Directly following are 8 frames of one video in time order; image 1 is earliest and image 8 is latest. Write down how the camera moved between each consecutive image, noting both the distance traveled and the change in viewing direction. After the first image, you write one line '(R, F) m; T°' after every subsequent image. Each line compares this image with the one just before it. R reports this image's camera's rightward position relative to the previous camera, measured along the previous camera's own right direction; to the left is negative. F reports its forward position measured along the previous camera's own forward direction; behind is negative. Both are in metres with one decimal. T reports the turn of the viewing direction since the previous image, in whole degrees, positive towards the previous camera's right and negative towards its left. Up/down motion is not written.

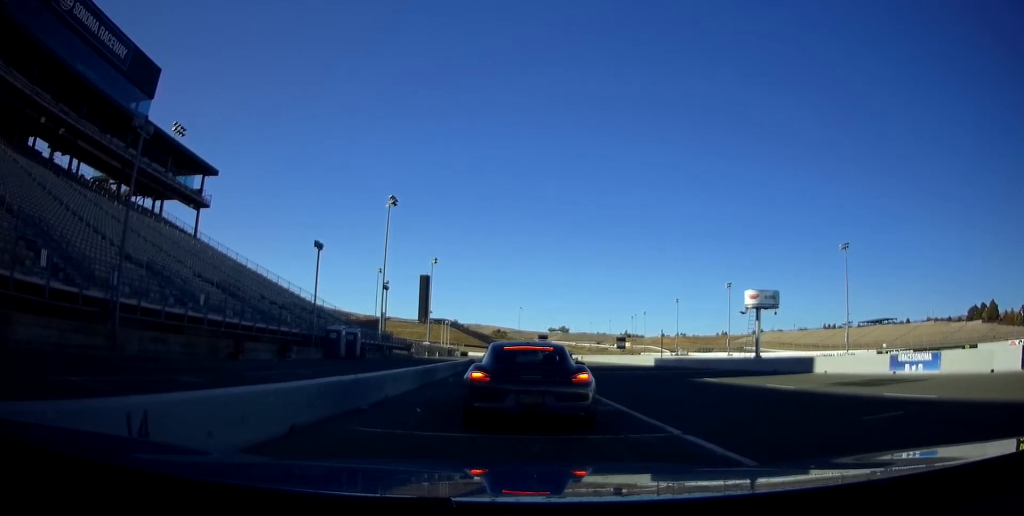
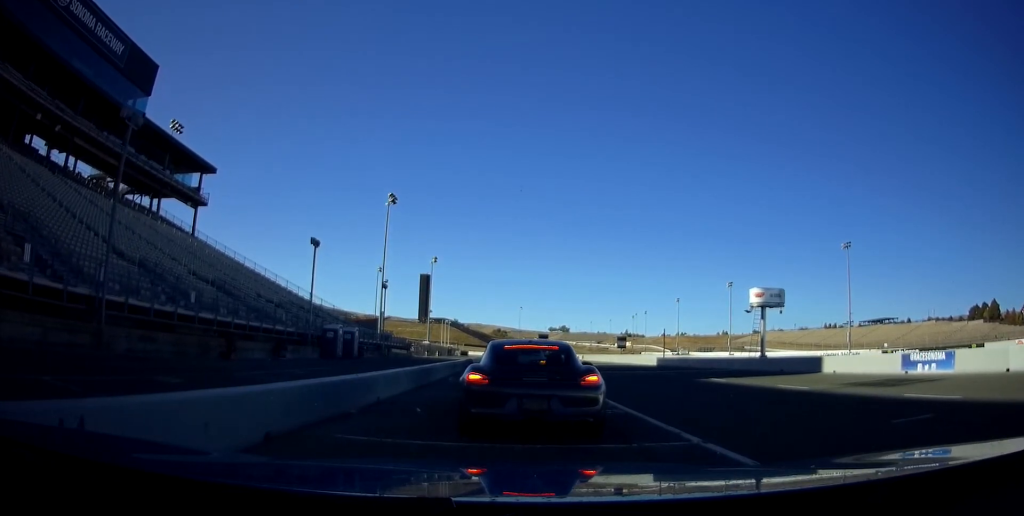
(-0.4, +0.7) m; 0°
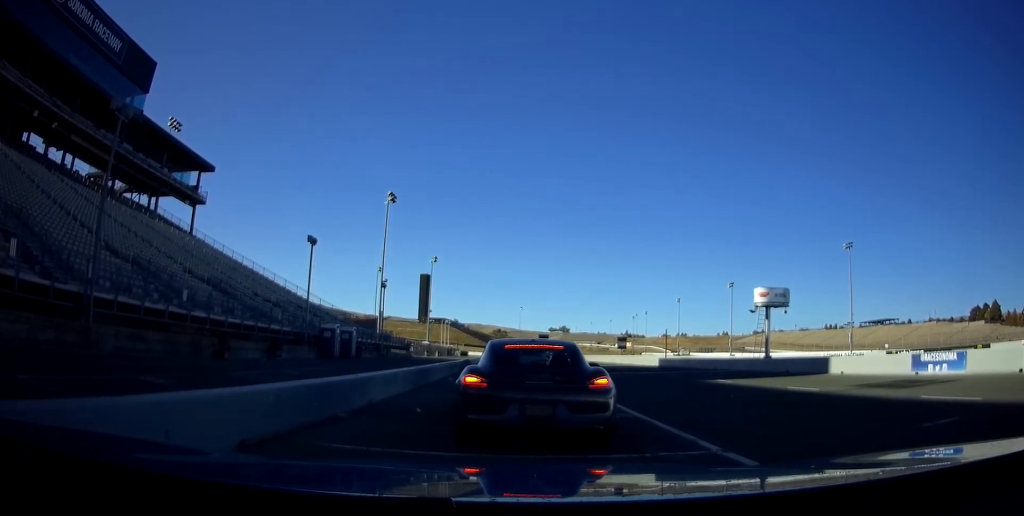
(-0.2, +0.6) m; 0°
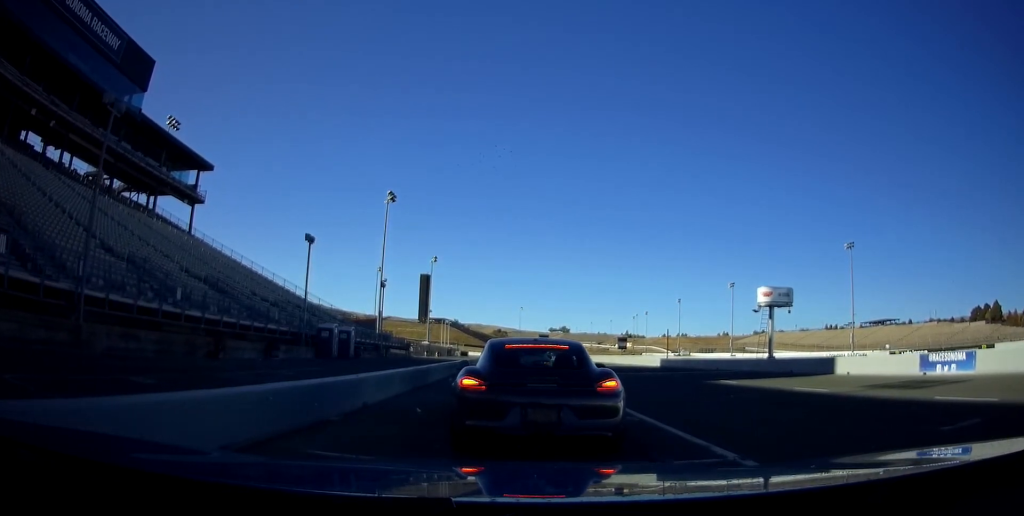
(-0.1, +0.5) m; 0°
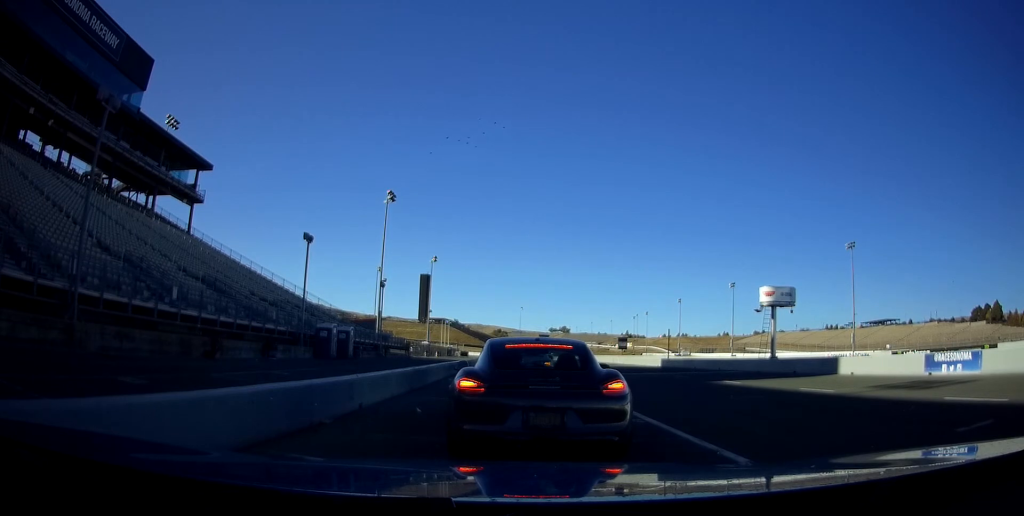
(-0.1, +0.4) m; 0°
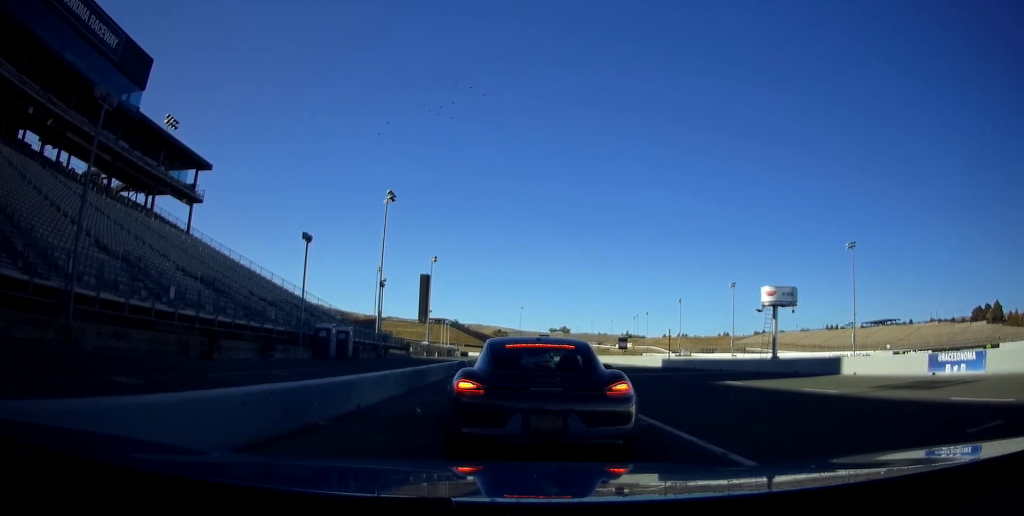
(-0.1, +0.4) m; 0°
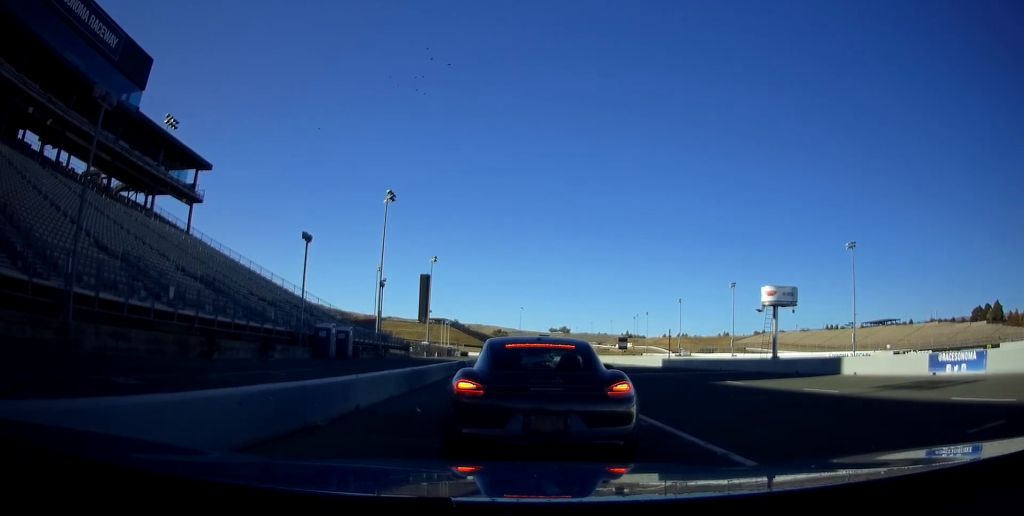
(-0.2, +0.2) m; 0°
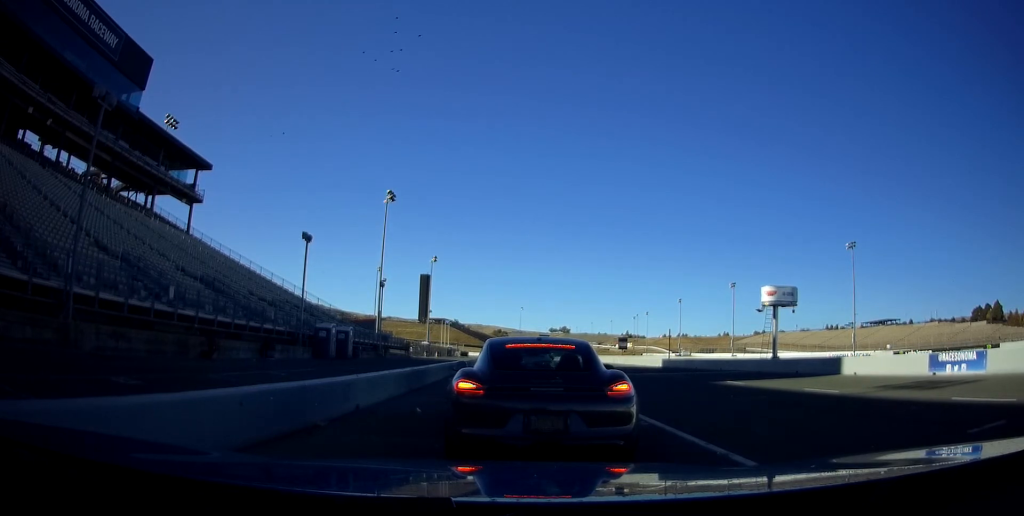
(0.0, 0.0) m; 0°
